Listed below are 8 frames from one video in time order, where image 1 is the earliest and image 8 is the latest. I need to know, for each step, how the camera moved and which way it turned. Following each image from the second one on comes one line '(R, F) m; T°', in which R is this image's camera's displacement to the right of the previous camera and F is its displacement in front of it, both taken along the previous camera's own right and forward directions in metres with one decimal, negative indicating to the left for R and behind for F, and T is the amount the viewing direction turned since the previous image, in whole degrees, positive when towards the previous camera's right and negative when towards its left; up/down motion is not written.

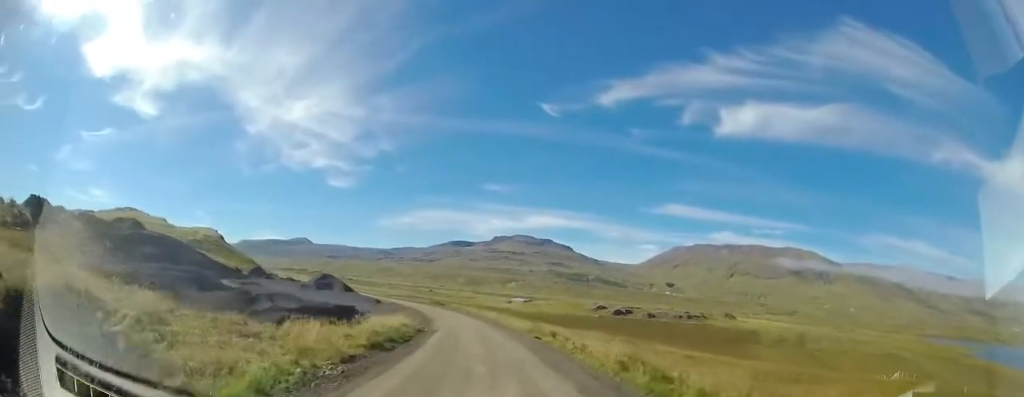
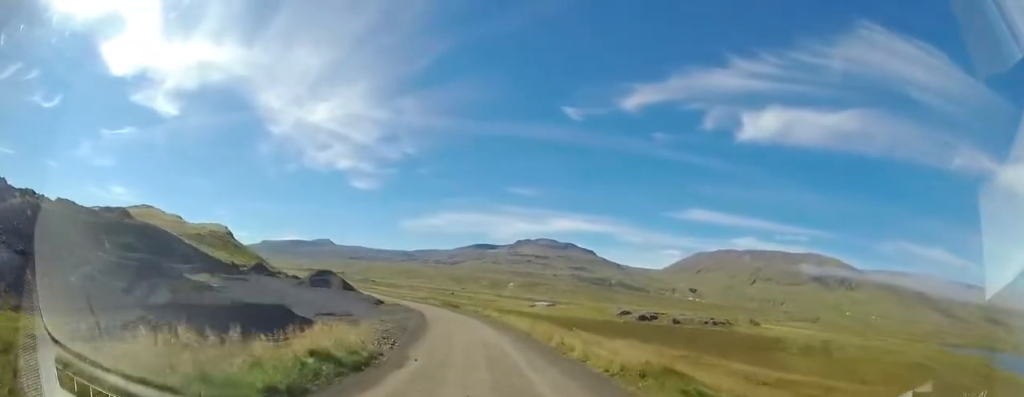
(+0.3, +13.2) m; -3°
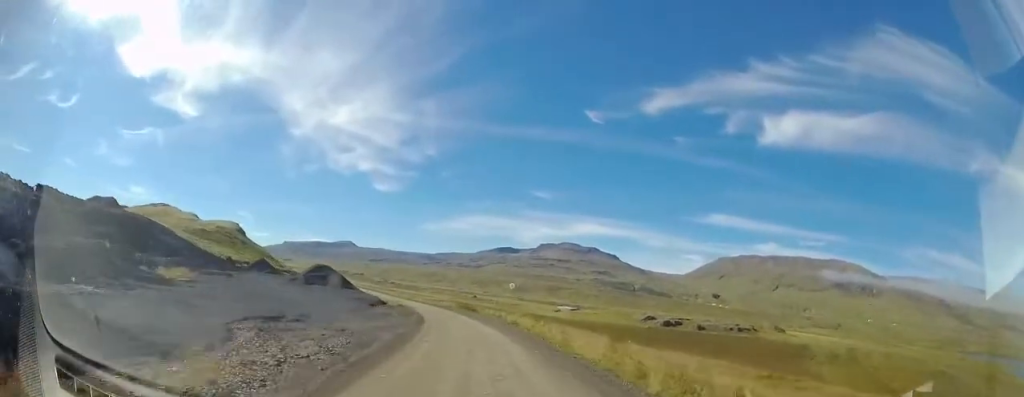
(-1.0, +12.0) m; -5°
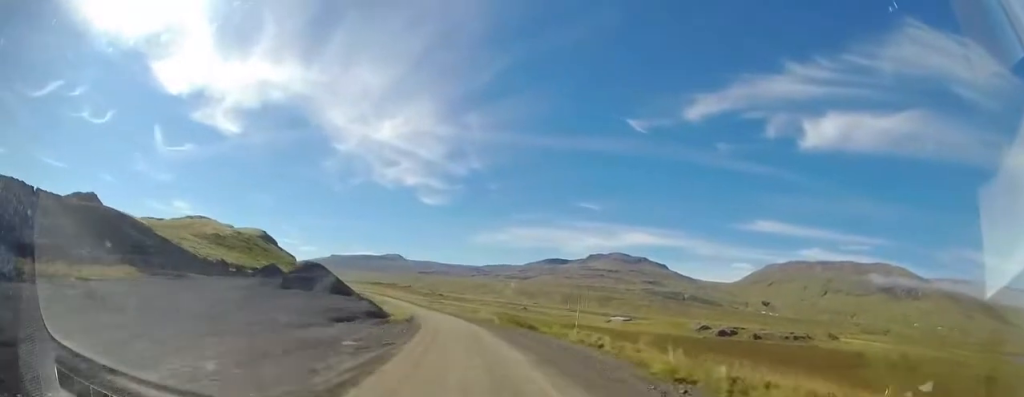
(-0.2, +21.3) m; -7°
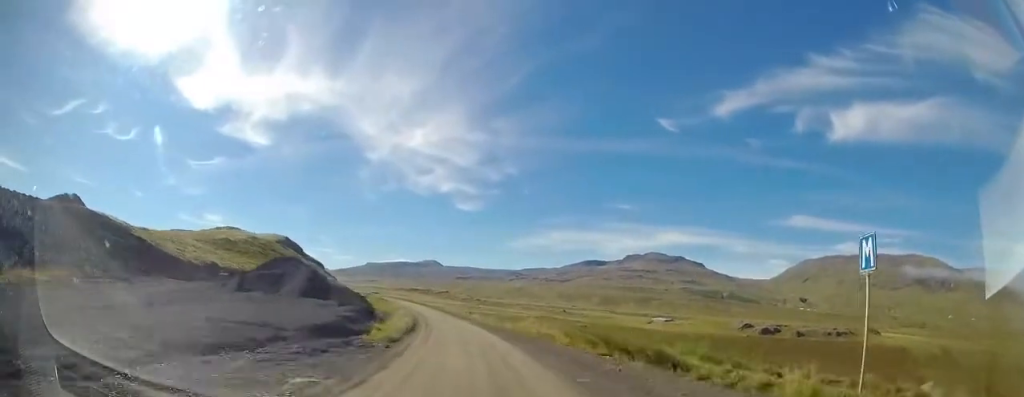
(-1.7, +14.7) m; -9°
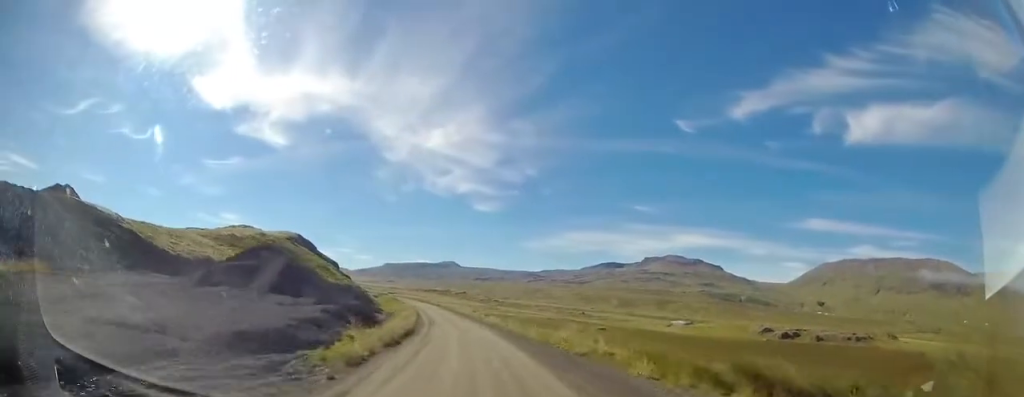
(-0.3, +6.7) m; -1°
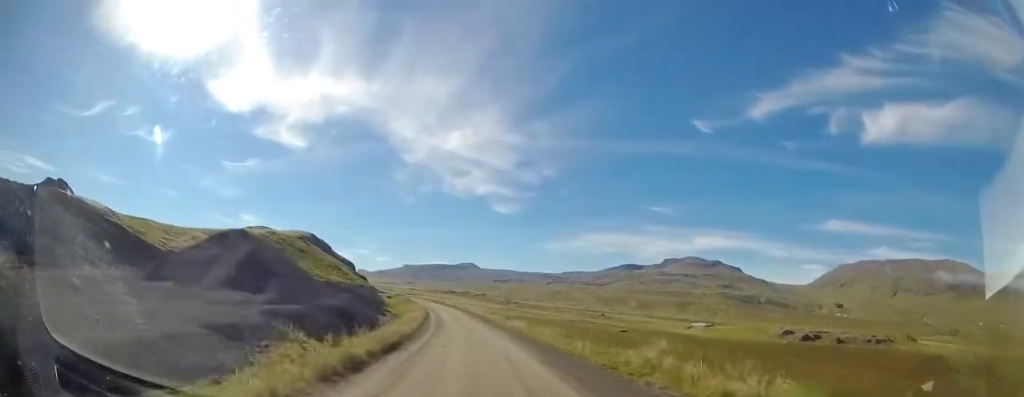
(0.0, +6.3) m; -1°
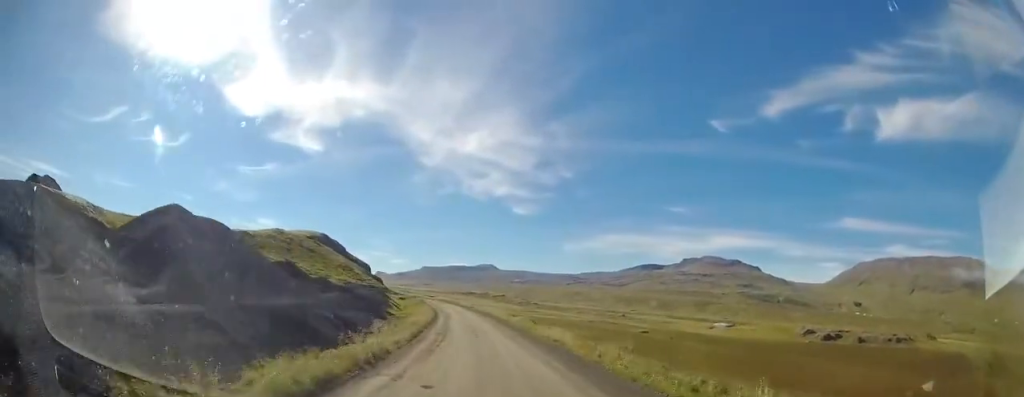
(+0.2, +7.5) m; -1°
